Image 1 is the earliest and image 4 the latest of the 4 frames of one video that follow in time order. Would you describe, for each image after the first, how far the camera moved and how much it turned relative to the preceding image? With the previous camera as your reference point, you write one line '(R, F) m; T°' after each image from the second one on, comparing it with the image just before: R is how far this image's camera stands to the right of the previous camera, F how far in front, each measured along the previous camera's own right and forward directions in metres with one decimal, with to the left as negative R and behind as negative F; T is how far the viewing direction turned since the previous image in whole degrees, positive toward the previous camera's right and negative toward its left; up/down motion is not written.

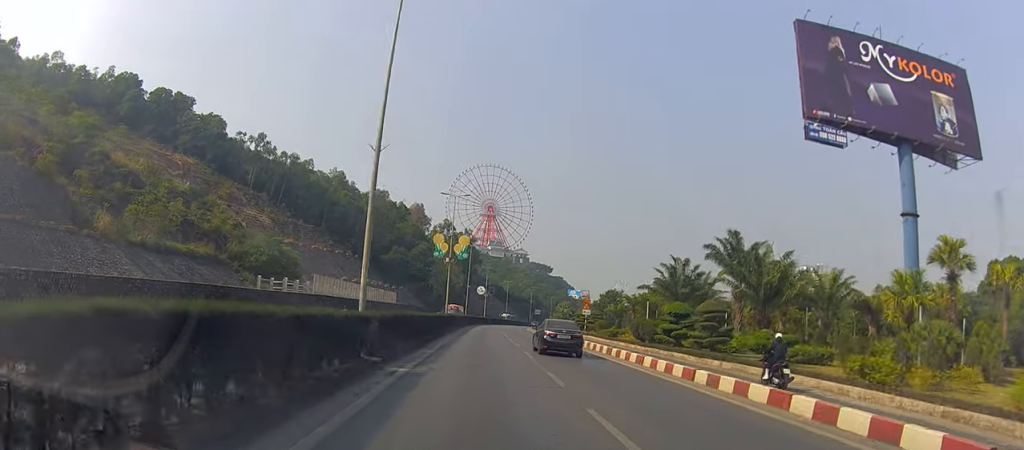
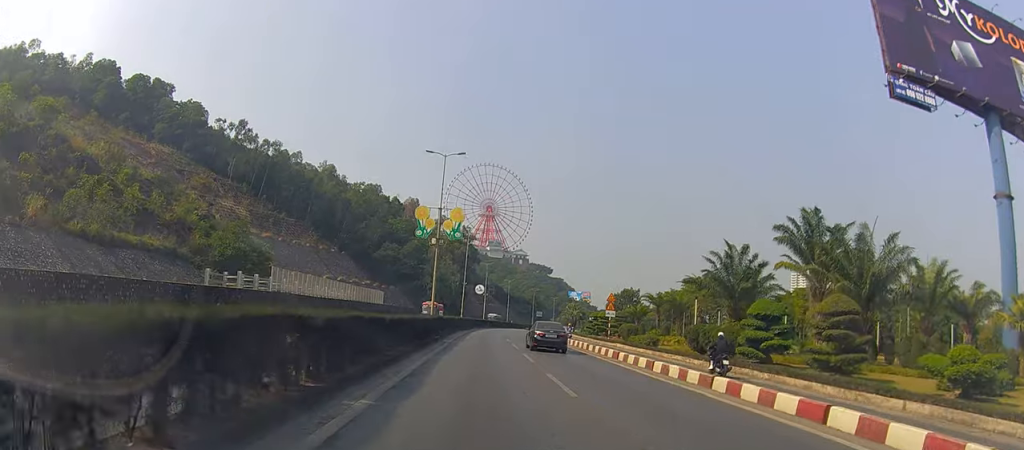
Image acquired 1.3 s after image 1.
(+0.1, +13.9) m; -1°
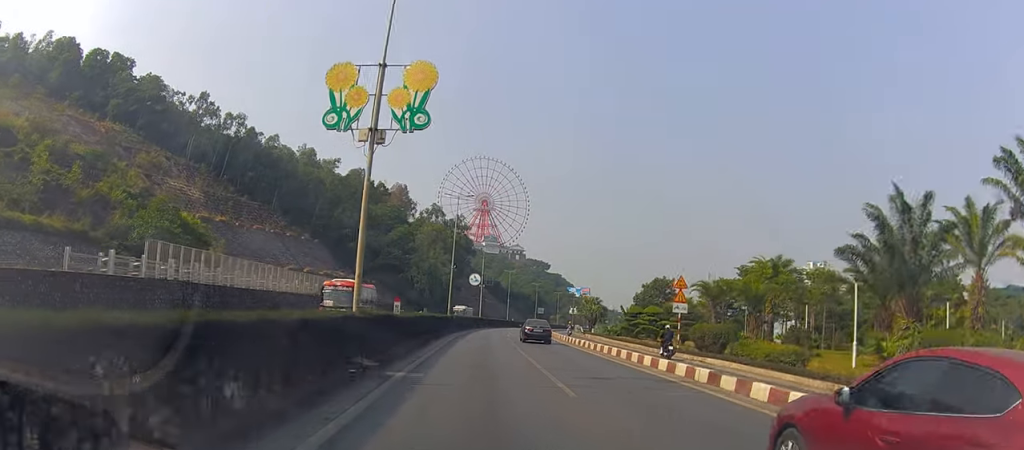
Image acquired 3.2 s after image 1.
(-0.6, +21.3) m; -1°
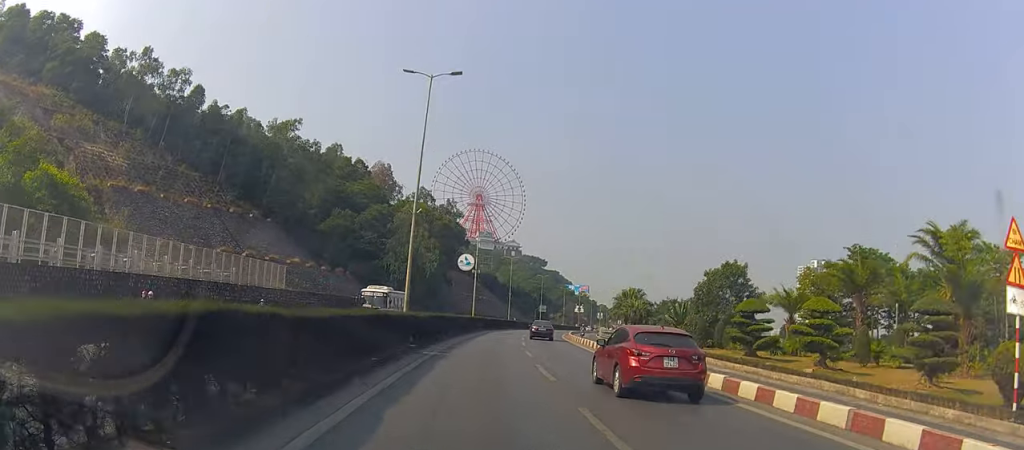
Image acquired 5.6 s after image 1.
(+1.3, +26.1) m; +2°
